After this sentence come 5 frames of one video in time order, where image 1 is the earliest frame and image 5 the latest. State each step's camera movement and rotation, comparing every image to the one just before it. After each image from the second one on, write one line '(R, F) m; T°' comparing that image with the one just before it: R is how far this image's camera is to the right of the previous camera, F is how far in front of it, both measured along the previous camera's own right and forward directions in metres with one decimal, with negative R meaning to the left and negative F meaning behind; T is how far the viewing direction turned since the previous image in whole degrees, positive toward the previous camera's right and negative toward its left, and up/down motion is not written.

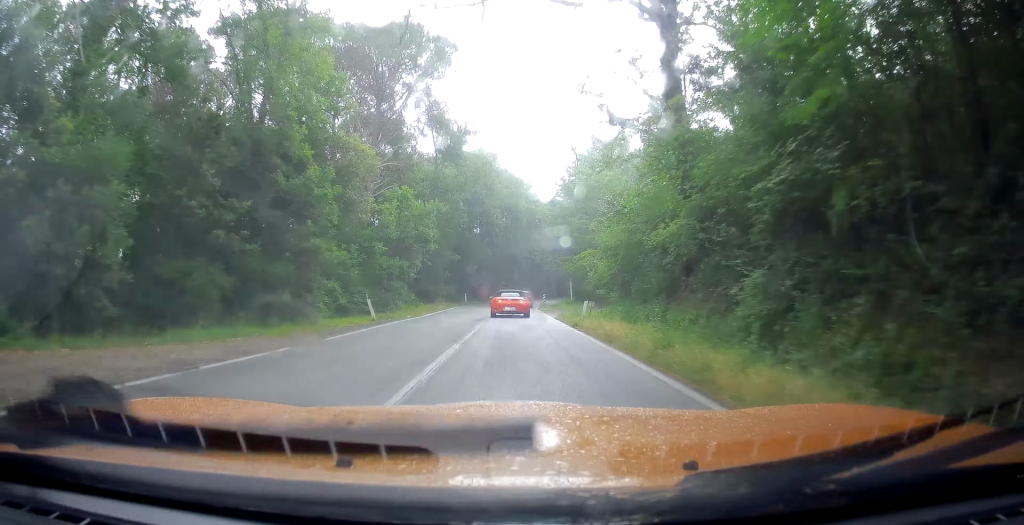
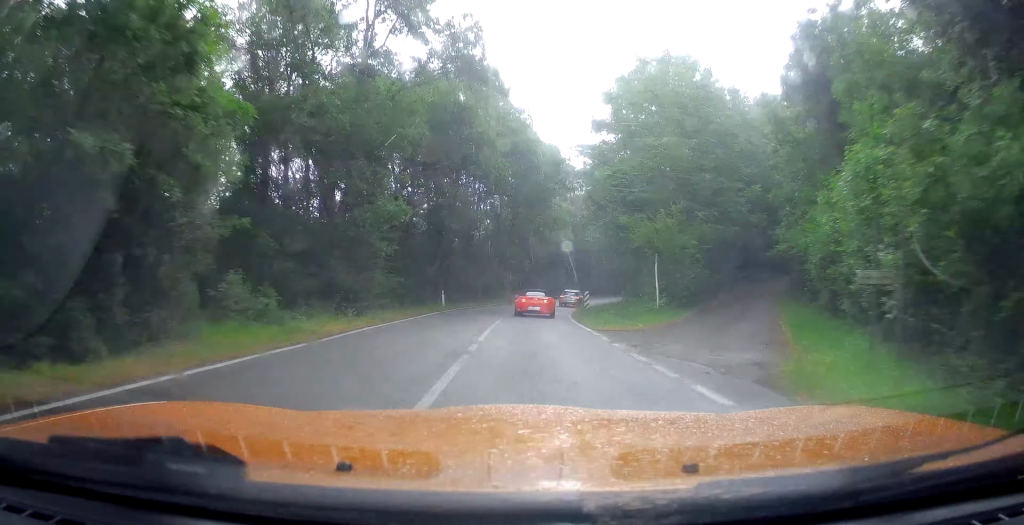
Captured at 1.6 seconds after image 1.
(-0.1, +23.5) m; +2°
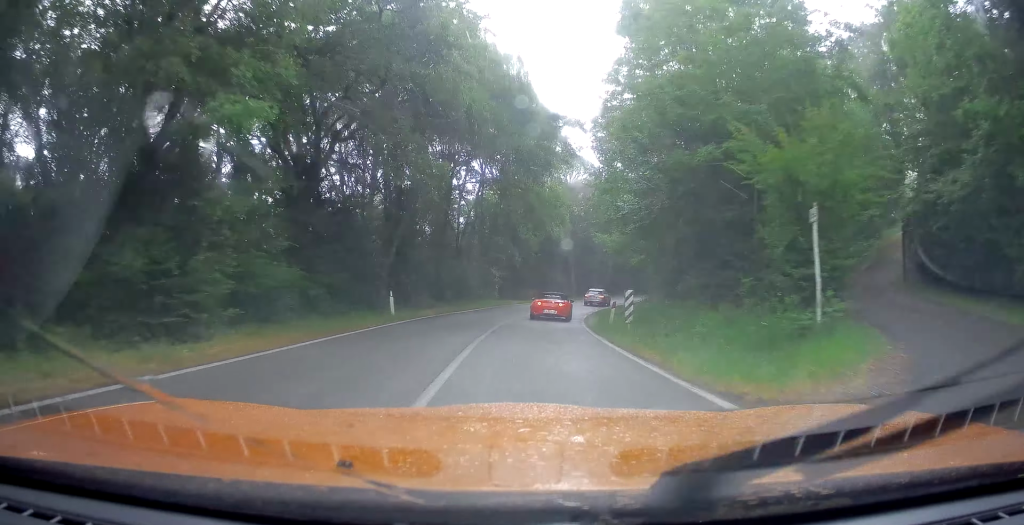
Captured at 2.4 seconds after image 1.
(+0.7, +11.9) m; +1°
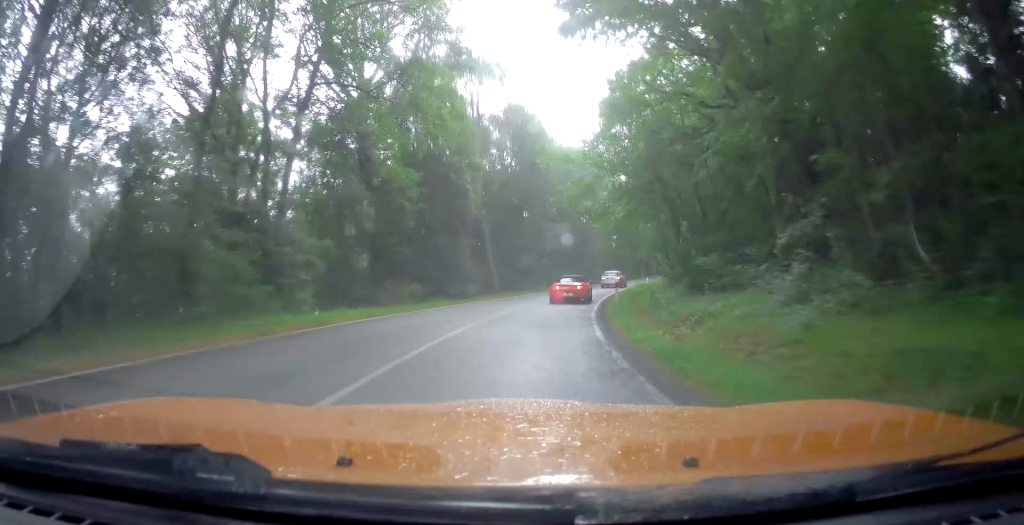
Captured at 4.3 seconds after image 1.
(-1.1, +30.1) m; 0°
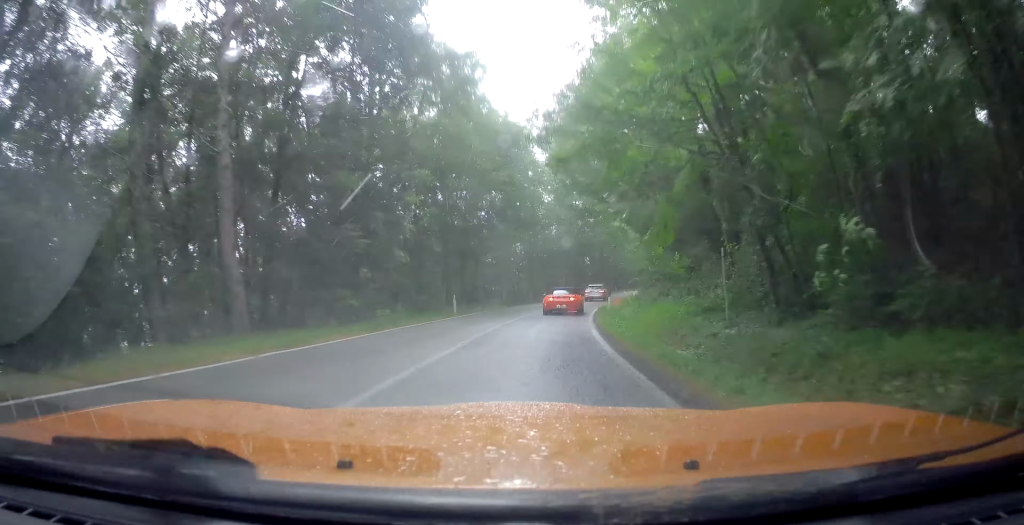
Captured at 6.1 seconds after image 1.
(+0.9, +27.0) m; +3°
